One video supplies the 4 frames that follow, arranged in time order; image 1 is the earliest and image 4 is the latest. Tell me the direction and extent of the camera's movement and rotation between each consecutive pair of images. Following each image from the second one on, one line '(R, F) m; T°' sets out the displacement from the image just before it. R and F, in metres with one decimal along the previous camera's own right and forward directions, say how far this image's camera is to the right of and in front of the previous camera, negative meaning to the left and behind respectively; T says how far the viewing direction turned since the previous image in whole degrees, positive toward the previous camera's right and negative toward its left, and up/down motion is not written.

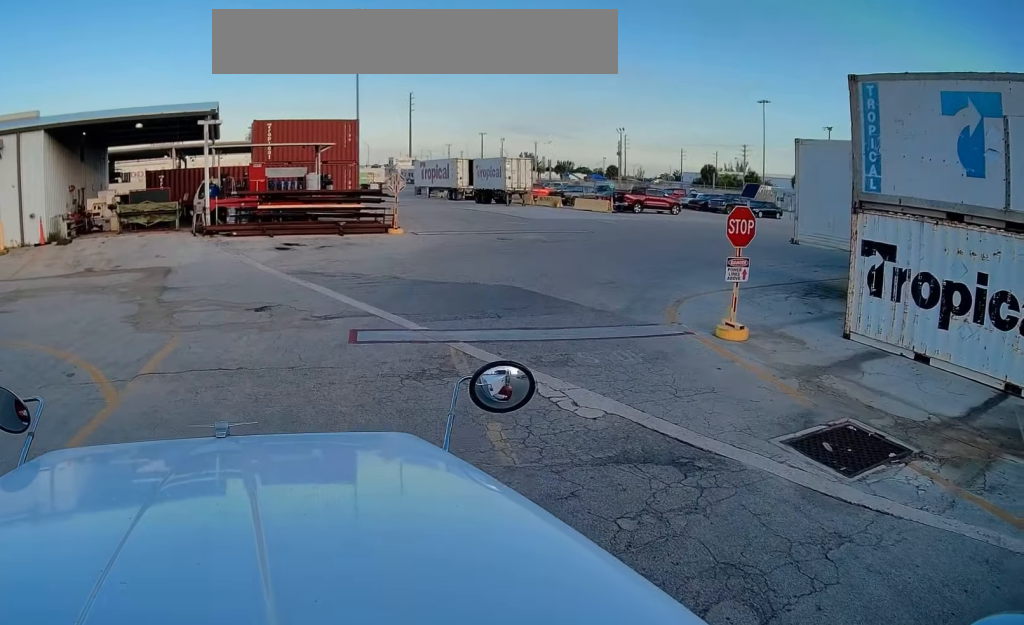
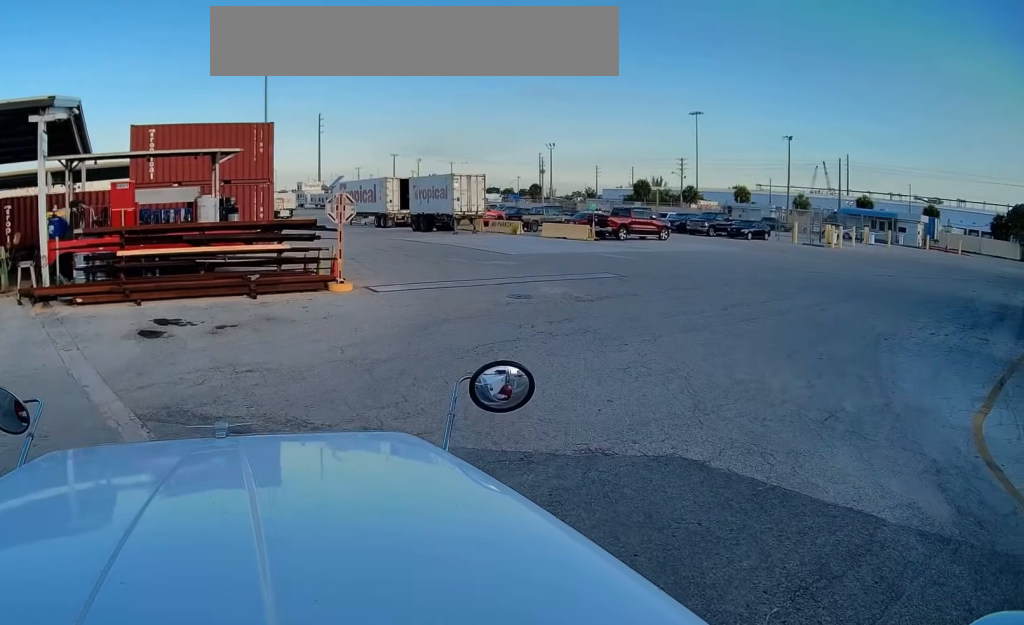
(+0.1, +11.2) m; +9°
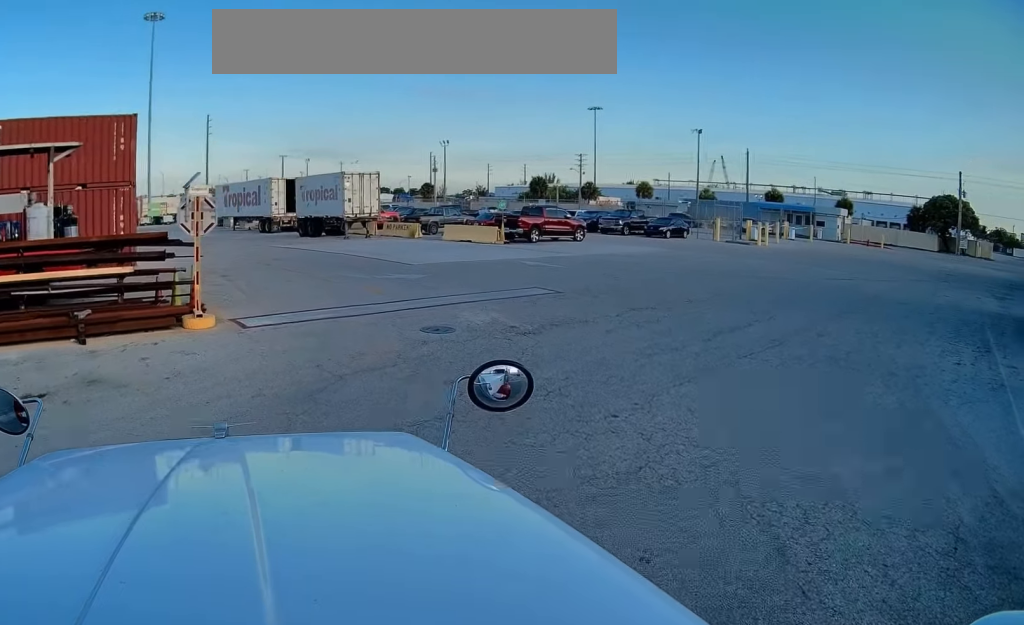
(+0.3, +4.5) m; +10°
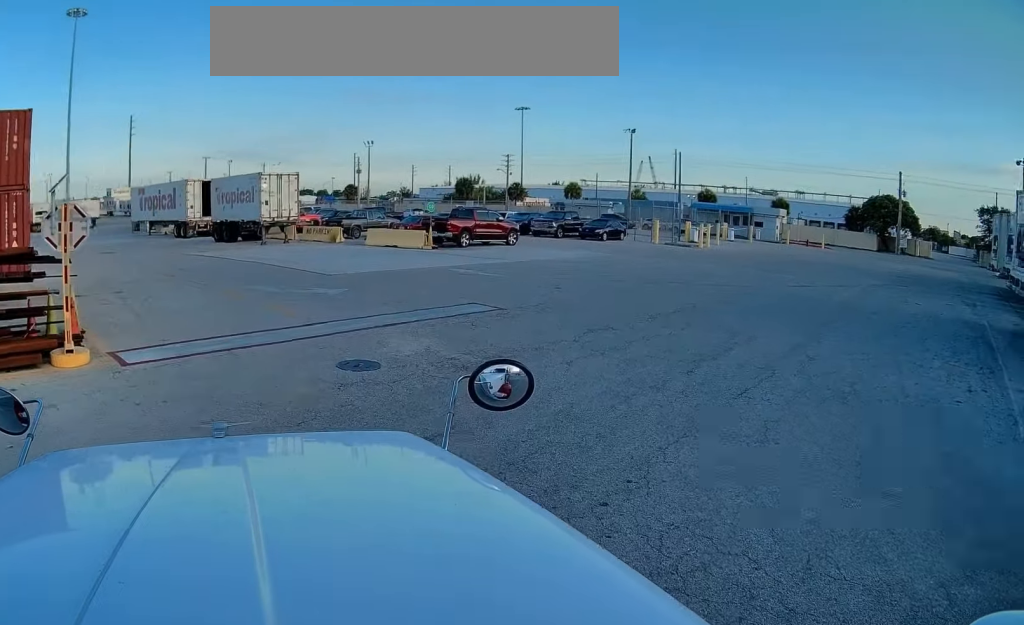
(+0.2, +2.5) m; +12°
